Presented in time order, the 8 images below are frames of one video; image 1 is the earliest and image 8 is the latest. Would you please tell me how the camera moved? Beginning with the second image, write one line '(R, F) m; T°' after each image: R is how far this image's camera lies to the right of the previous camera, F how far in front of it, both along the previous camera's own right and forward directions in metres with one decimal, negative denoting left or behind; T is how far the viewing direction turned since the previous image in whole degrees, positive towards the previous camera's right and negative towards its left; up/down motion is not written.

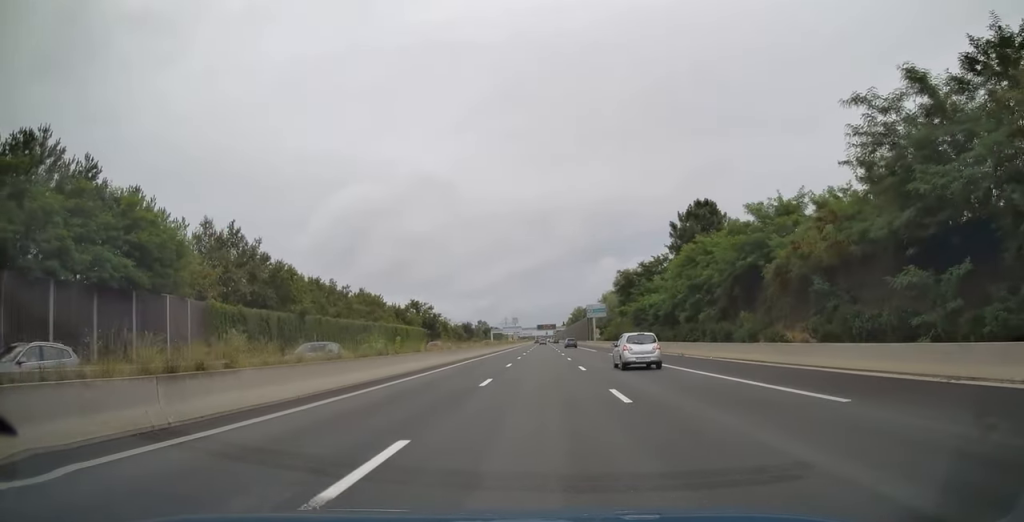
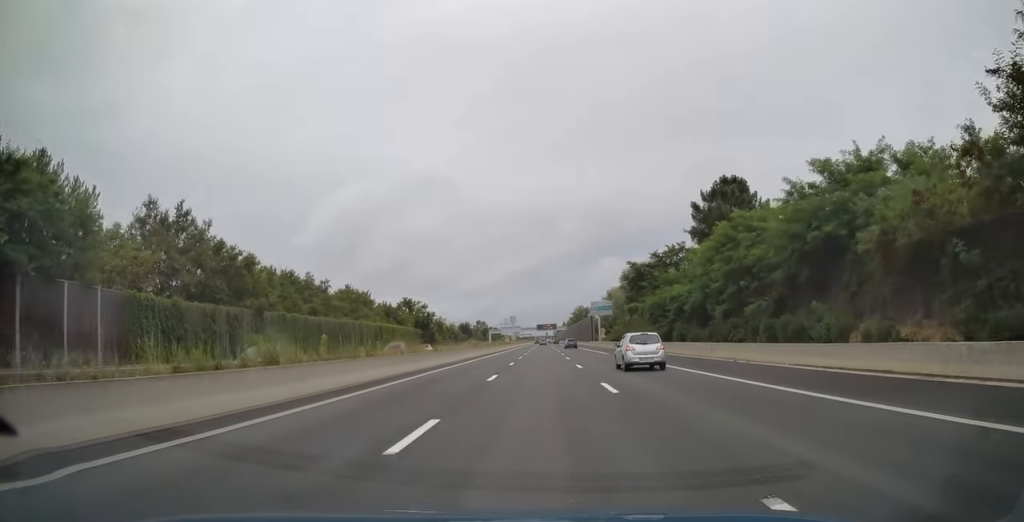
(0.0, +10.8) m; 0°
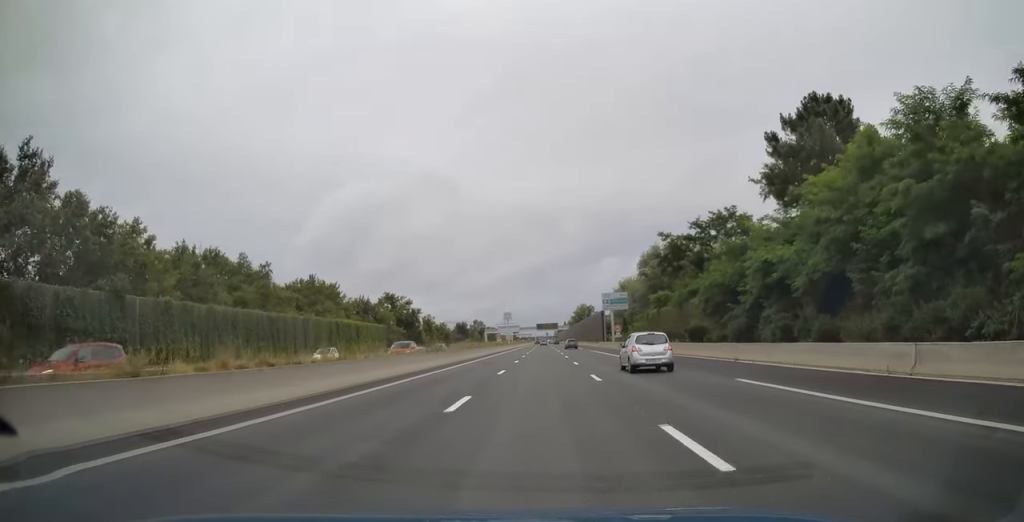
(0.0, +22.2) m; 0°
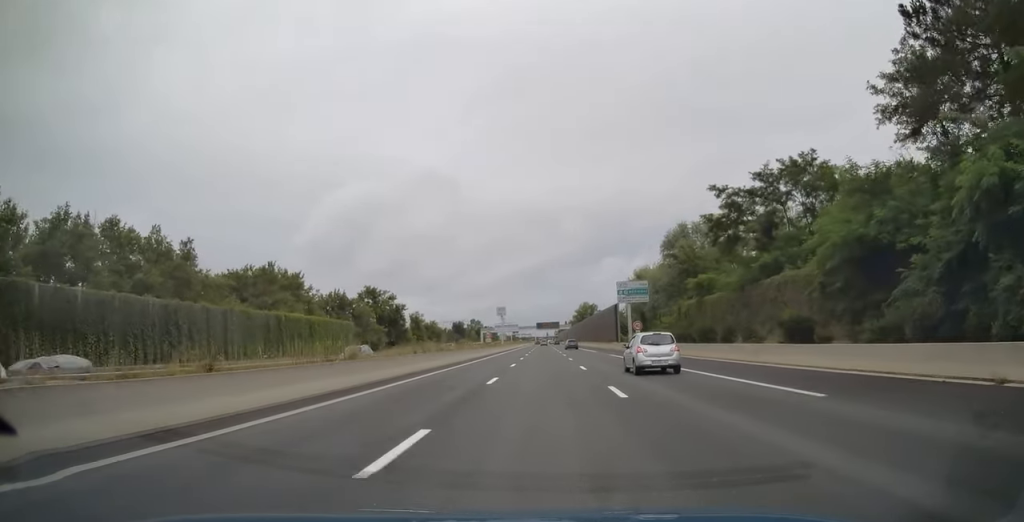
(+0.1, +18.8) m; 0°
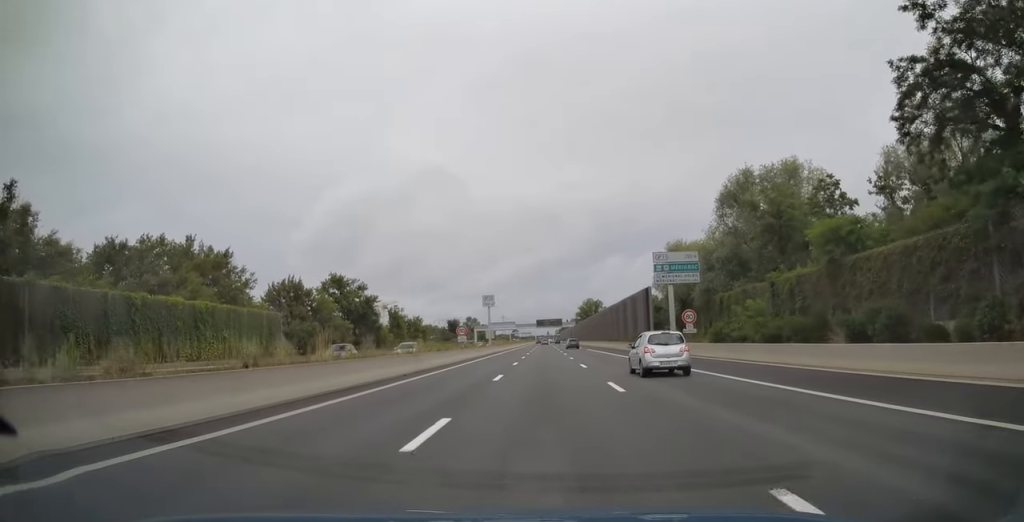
(0.0, +25.3) m; 0°
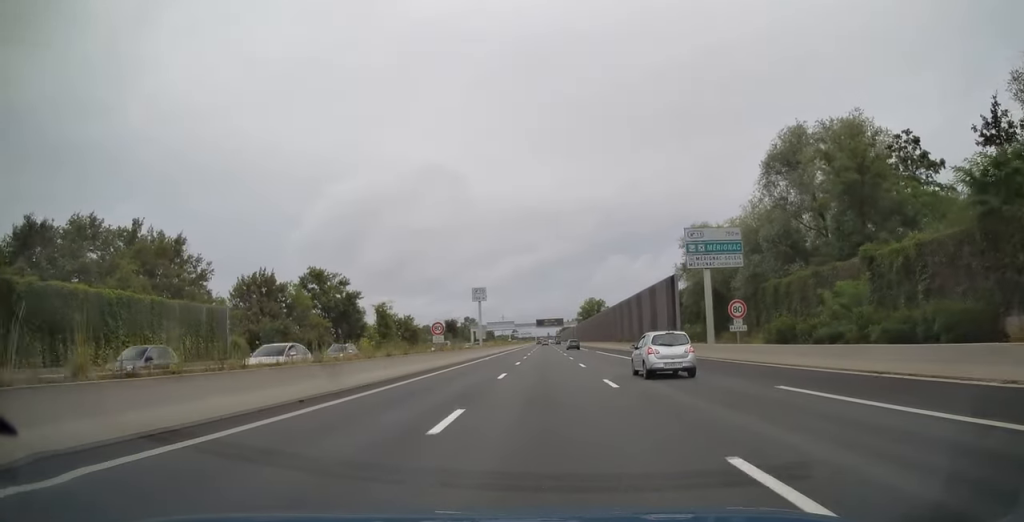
(0.0, +11.7) m; 0°
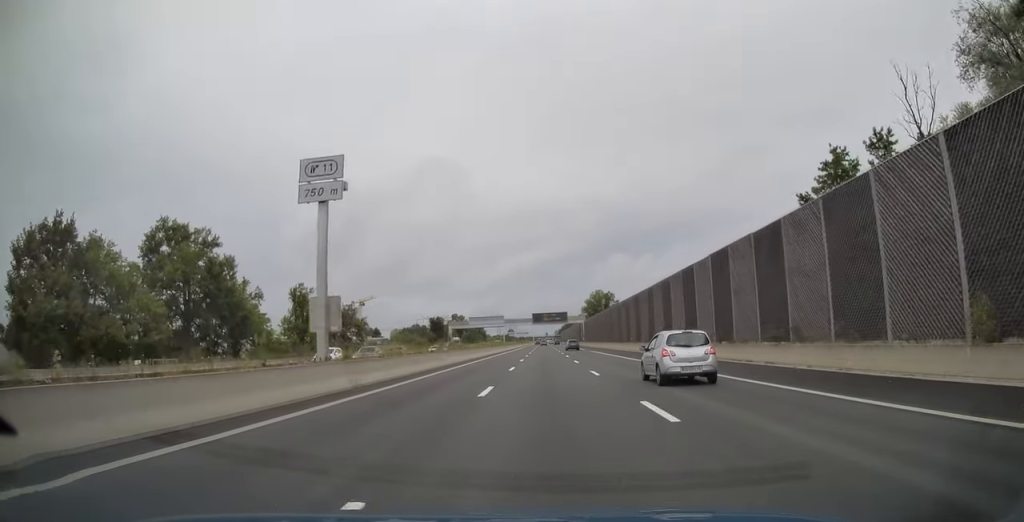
(-0.1, +46.6) m; 0°
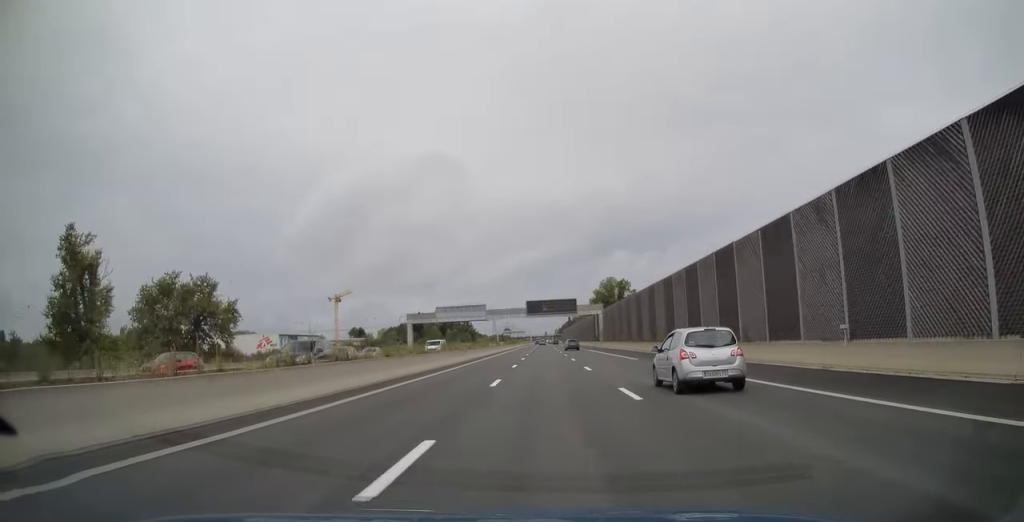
(+0.4, +49.2) m; 0°
